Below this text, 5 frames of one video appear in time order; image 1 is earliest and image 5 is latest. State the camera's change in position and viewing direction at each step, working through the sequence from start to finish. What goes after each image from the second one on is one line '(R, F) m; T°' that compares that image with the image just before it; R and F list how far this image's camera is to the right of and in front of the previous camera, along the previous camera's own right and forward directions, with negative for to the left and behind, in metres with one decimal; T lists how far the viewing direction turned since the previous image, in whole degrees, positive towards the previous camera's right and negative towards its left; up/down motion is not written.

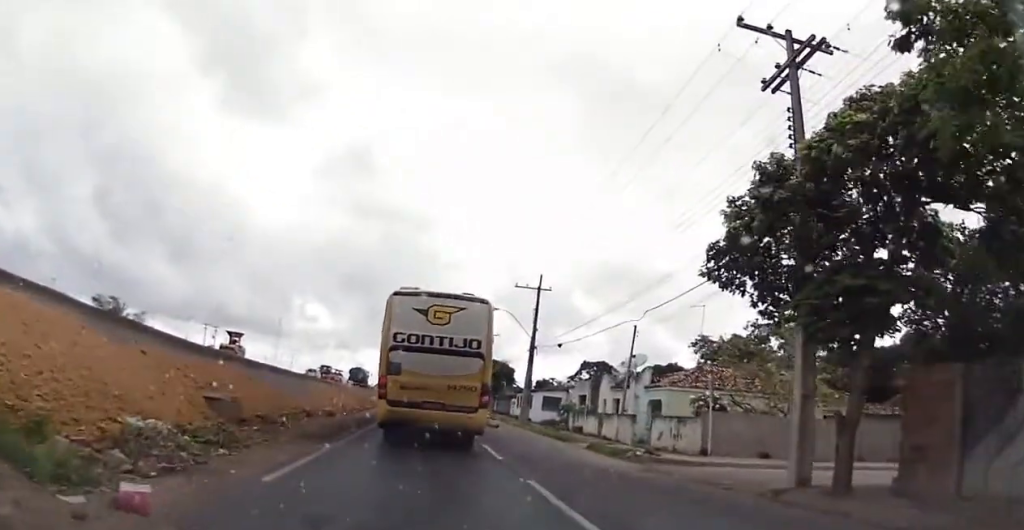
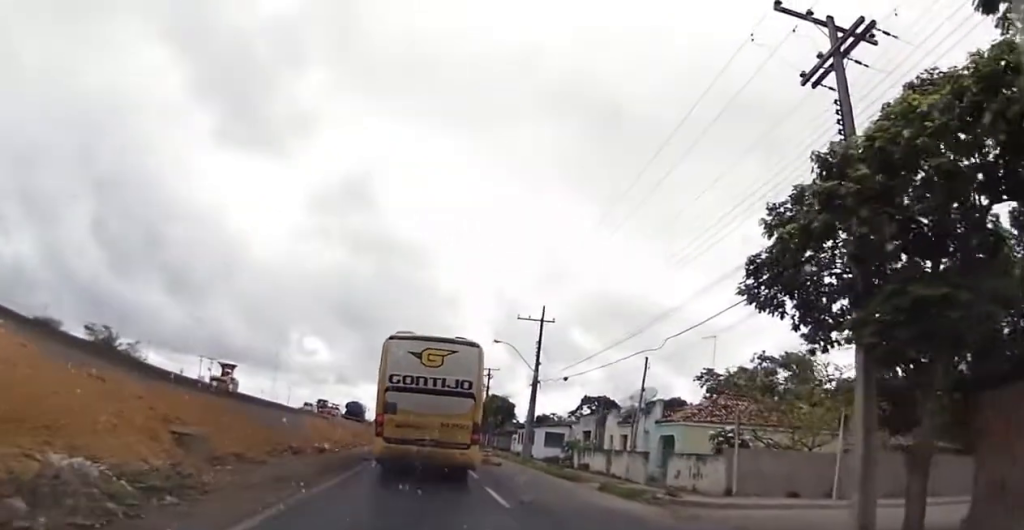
(0.0, +3.1) m; +1°
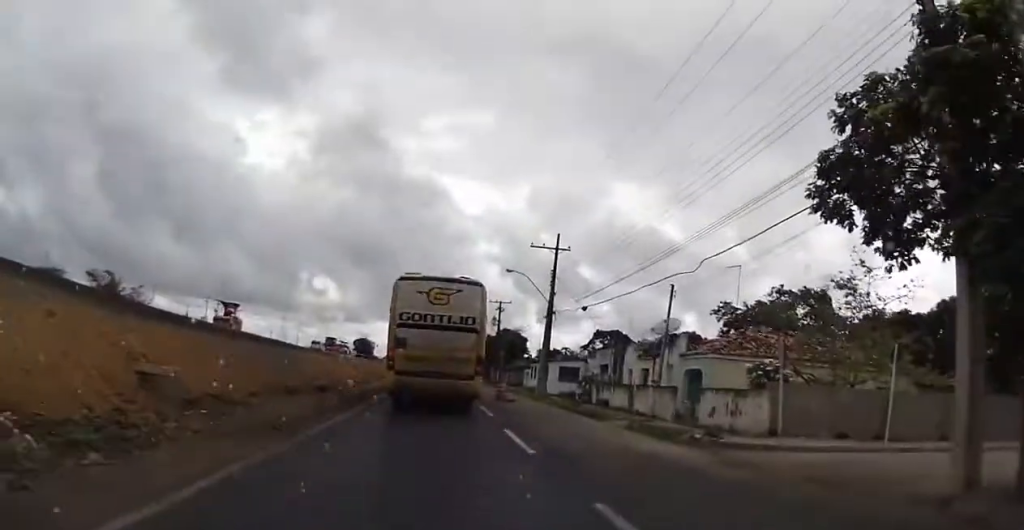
(+0.1, +3.3) m; -2°
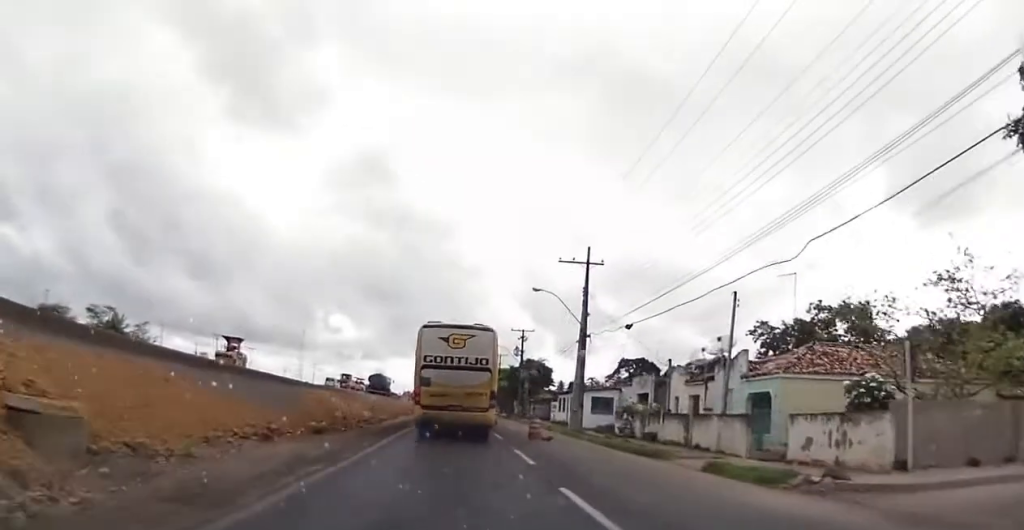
(-0.4, +5.5) m; -1°
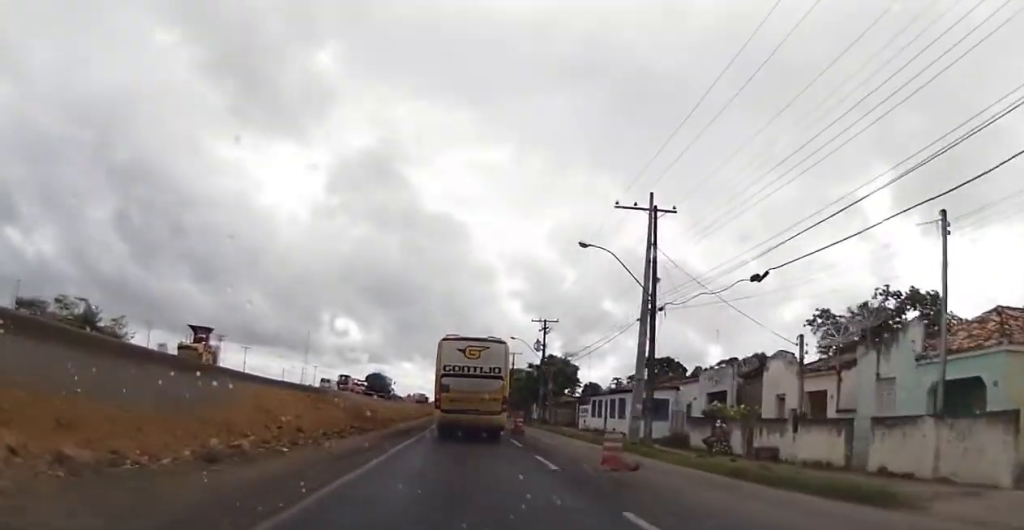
(+0.4, +7.3) m; -4°
